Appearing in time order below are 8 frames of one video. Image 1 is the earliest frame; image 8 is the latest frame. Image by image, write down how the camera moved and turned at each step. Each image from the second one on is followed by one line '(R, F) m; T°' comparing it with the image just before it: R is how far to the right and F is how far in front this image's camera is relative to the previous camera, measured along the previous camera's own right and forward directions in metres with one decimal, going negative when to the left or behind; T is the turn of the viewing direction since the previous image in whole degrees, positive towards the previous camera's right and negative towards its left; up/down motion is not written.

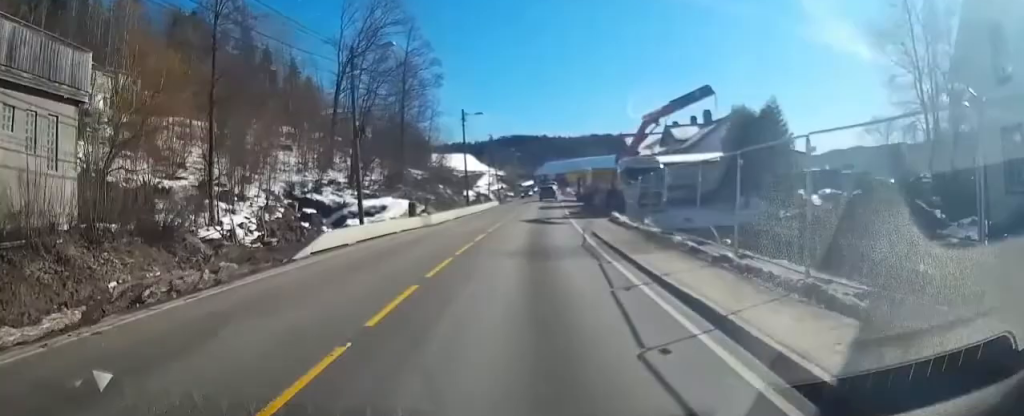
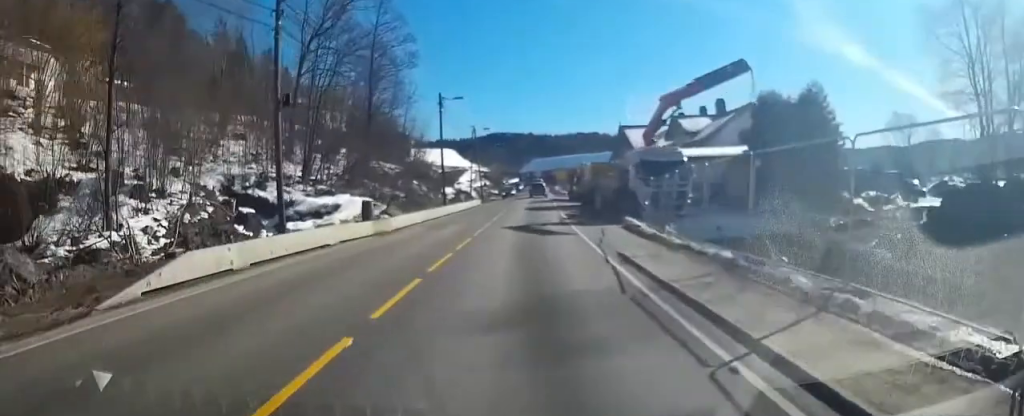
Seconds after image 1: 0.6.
(+0.1, +7.8) m; +2°
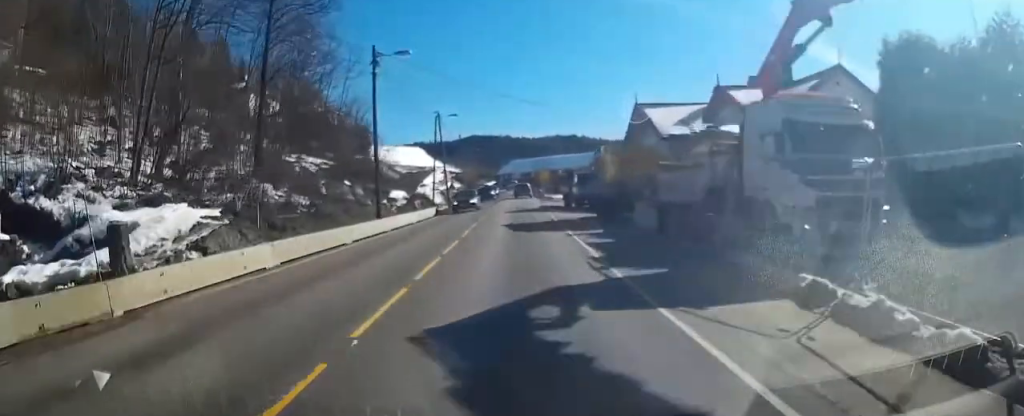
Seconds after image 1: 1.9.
(+0.5, +16.8) m; +2°
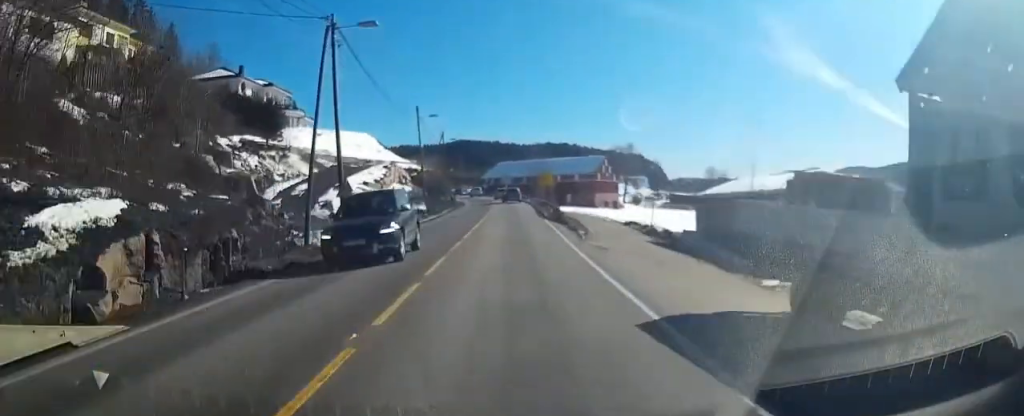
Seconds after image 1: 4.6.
(-0.1, +35.0) m; 0°
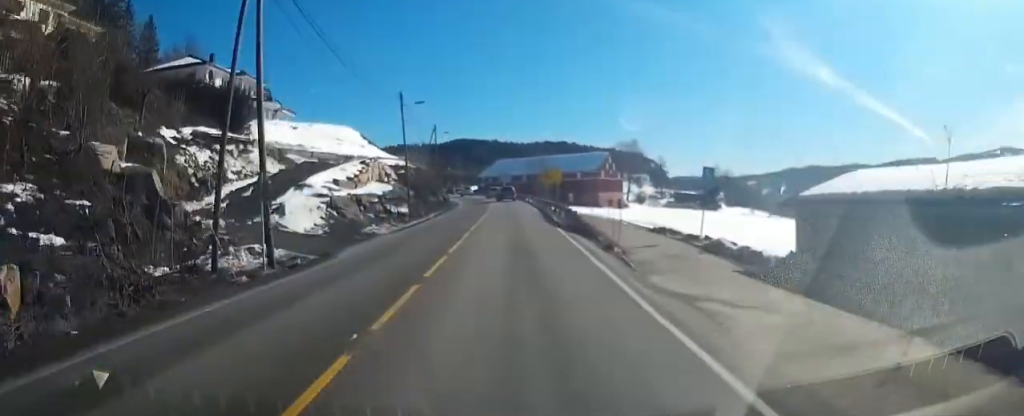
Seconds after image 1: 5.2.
(0.0, +8.1) m; +1°
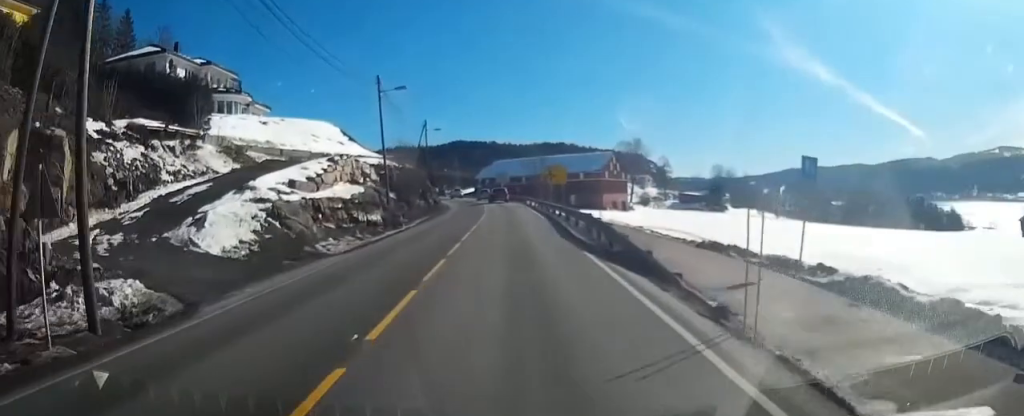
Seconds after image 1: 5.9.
(+0.2, +8.1) m; +1°
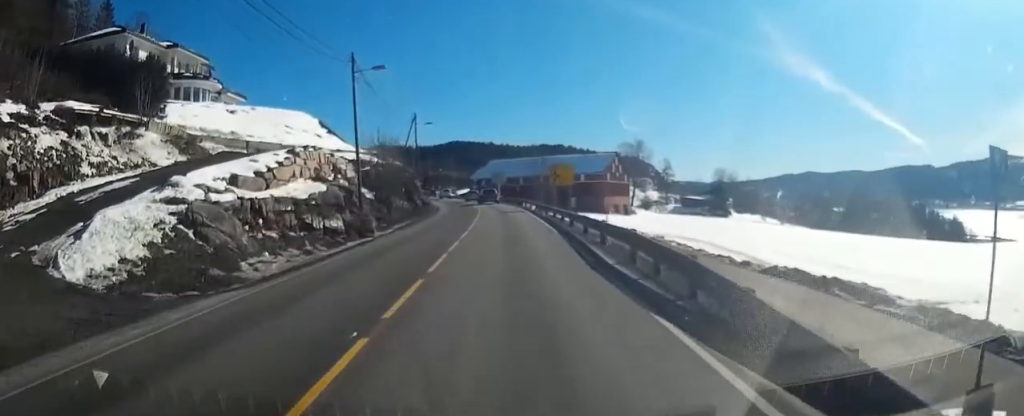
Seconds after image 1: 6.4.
(0.0, +7.0) m; 0°
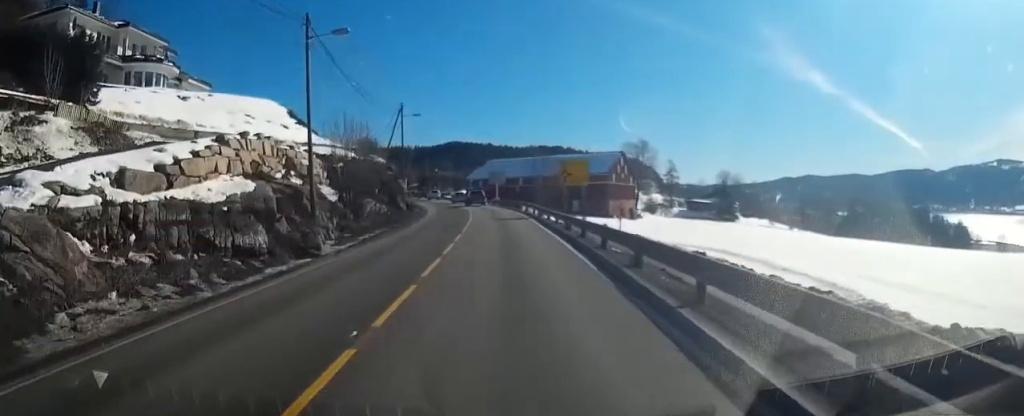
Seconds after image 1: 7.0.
(0.0, +8.3) m; 0°
